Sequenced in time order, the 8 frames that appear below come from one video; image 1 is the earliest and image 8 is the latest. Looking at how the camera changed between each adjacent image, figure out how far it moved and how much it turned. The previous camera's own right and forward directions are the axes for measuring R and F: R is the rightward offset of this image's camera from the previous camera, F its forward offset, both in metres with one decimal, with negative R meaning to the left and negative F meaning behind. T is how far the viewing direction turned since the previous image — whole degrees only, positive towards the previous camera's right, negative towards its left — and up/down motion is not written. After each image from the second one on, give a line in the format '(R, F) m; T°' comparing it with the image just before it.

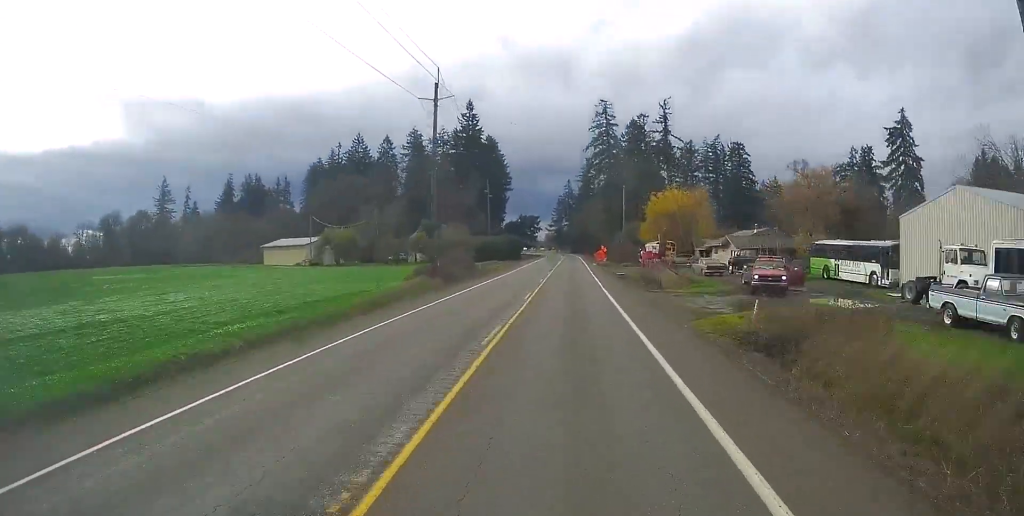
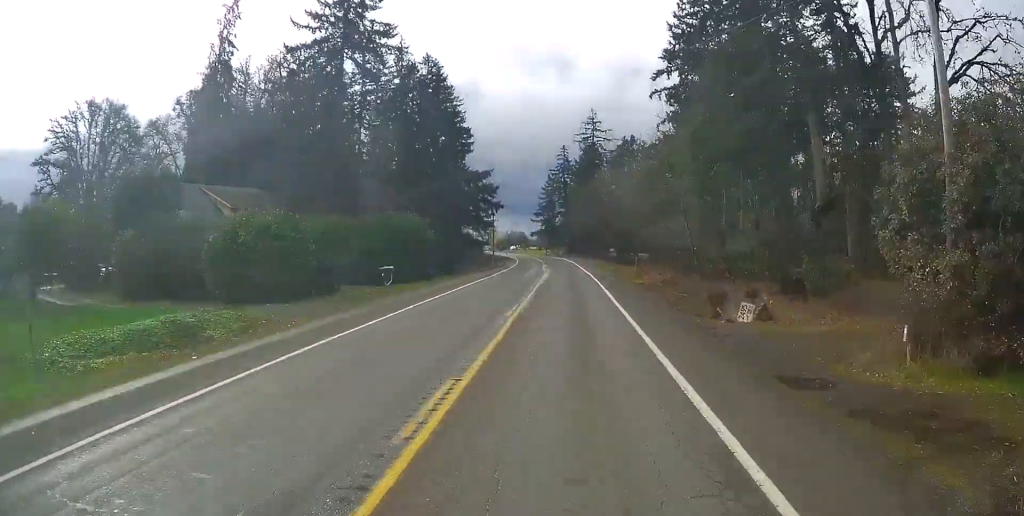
(-0.4, +80.5) m; -1°
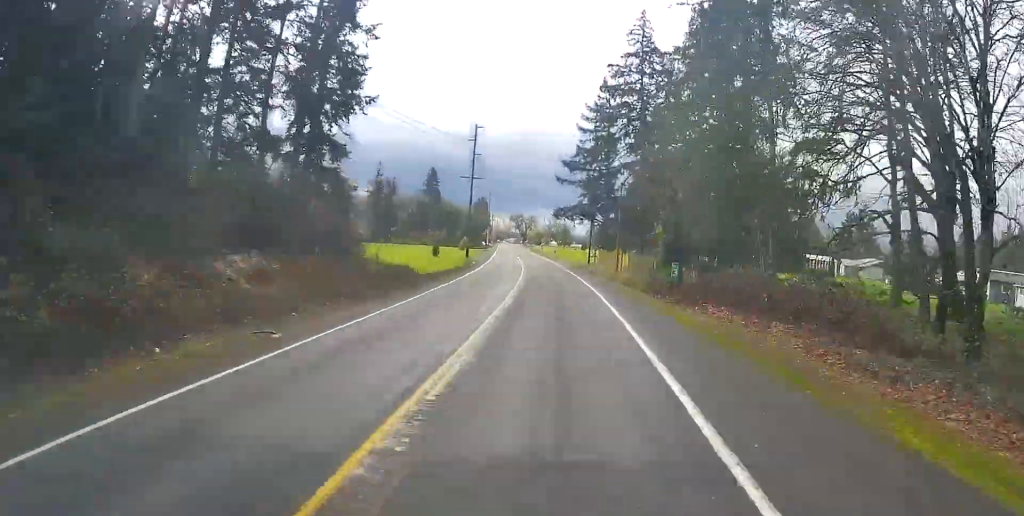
(-1.3, +98.1) m; -3°
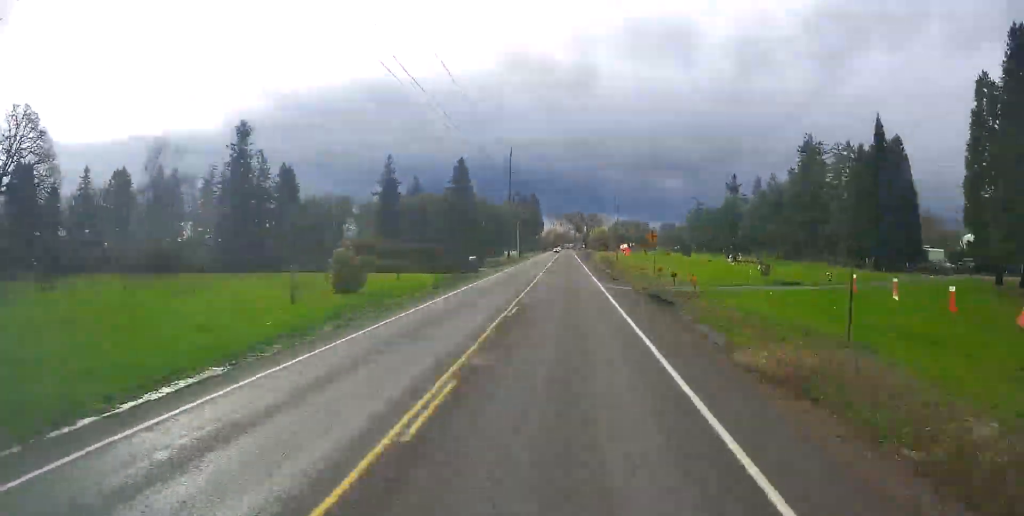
(-2.4, +87.3) m; -4°
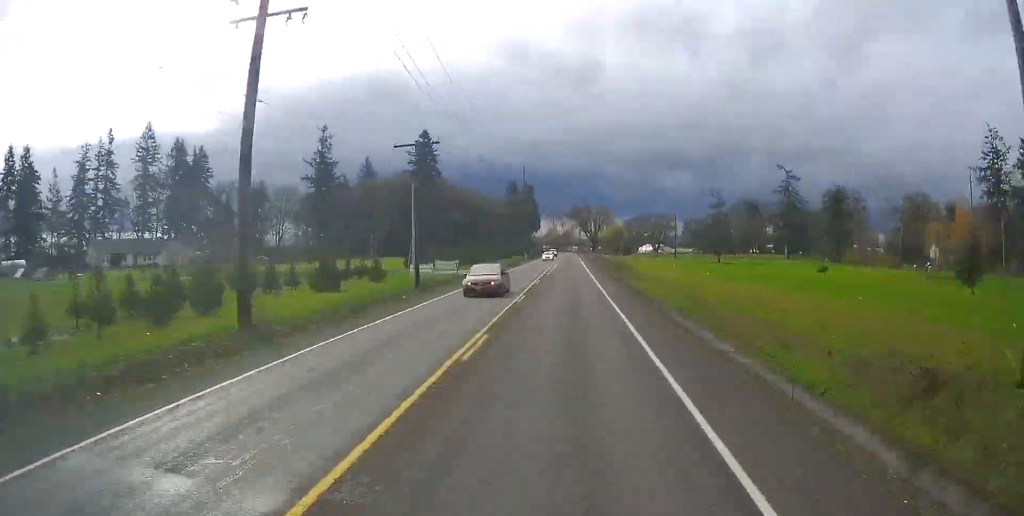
(-3.6, +77.1) m; -3°
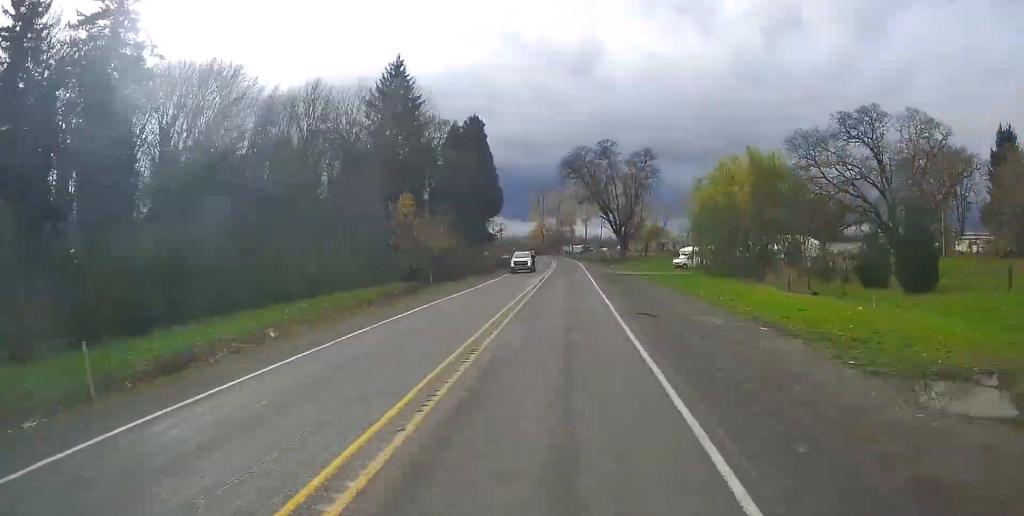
(-2.3, +165.2) m; -2°
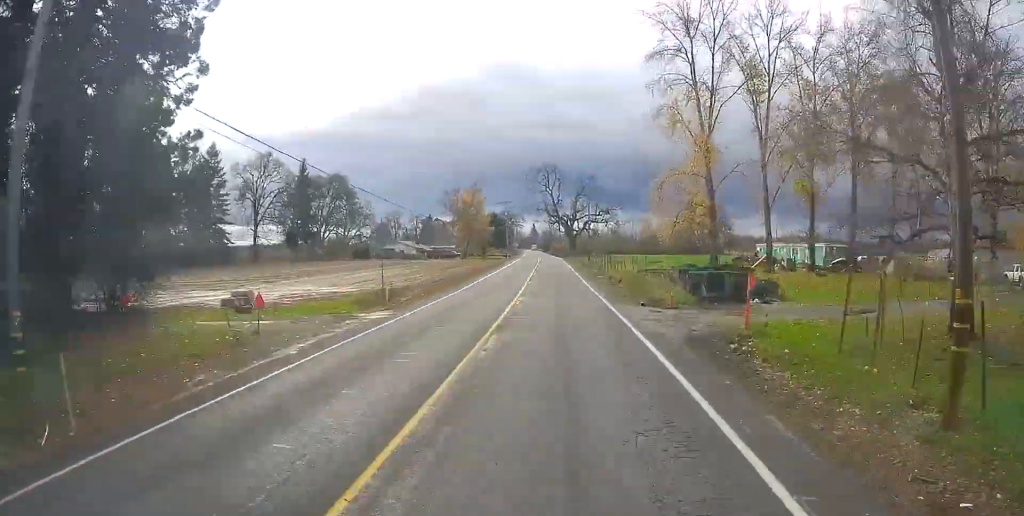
(-5.1, +162.6) m; -7°
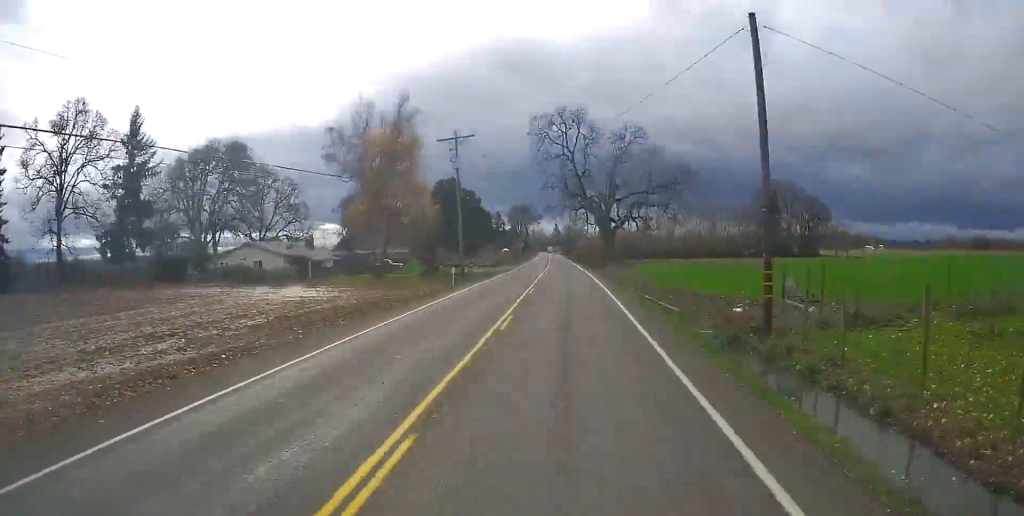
(-4.5, +67.5) m; -5°
